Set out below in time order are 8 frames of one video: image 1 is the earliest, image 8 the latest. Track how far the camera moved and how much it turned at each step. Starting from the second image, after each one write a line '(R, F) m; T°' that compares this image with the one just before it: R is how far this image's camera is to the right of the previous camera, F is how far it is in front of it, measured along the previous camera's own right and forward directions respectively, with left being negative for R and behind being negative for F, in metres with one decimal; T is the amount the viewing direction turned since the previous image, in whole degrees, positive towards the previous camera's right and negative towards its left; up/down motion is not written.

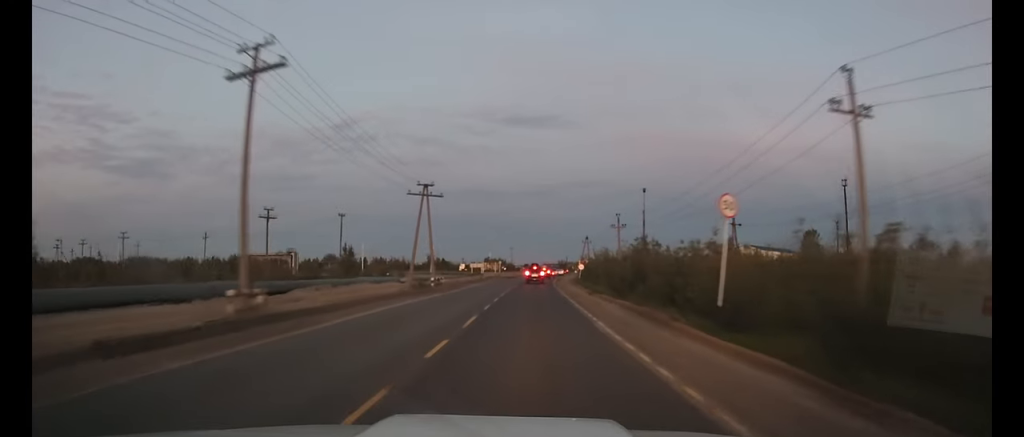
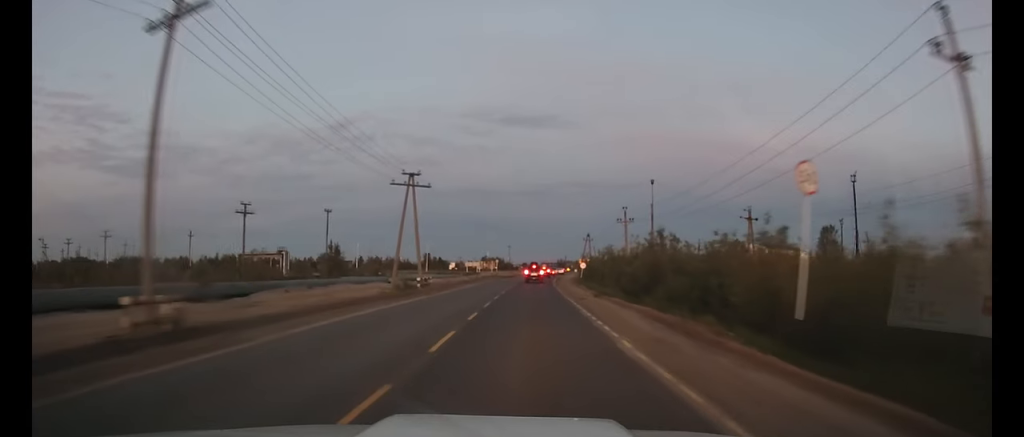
(0.0, +5.0) m; 0°
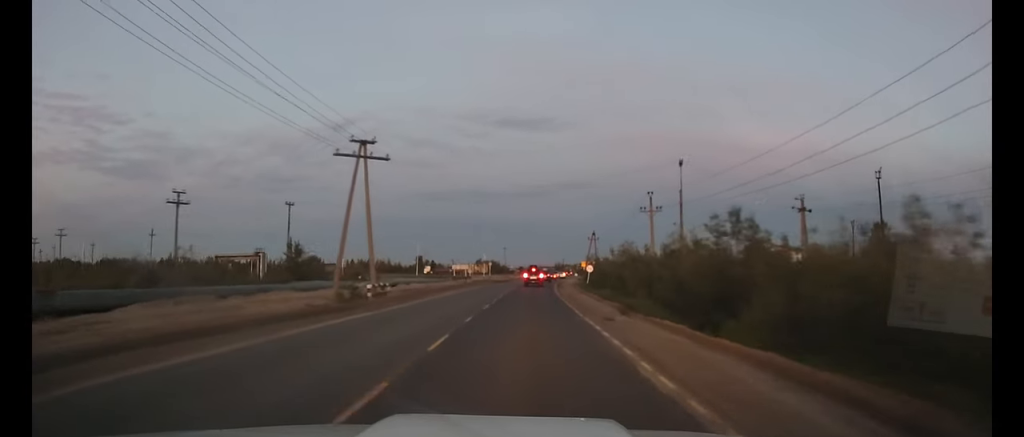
(0.0, +11.7) m; 0°
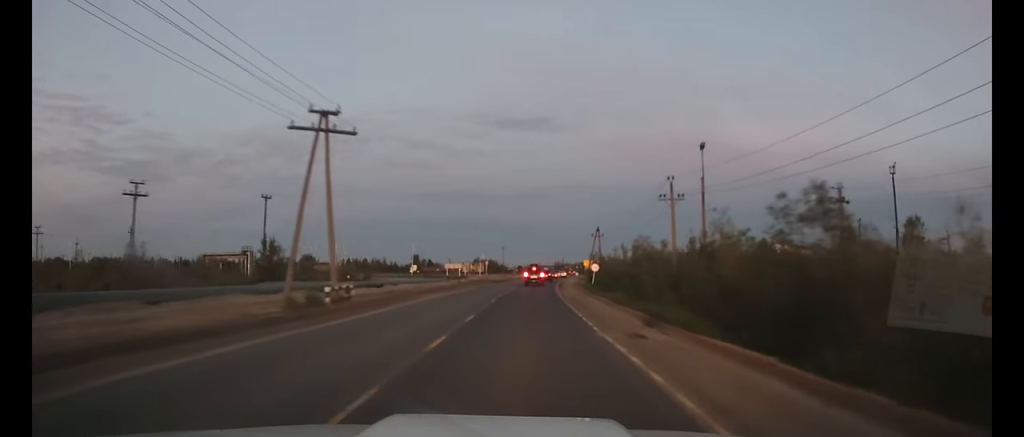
(0.0, +5.9) m; 0°
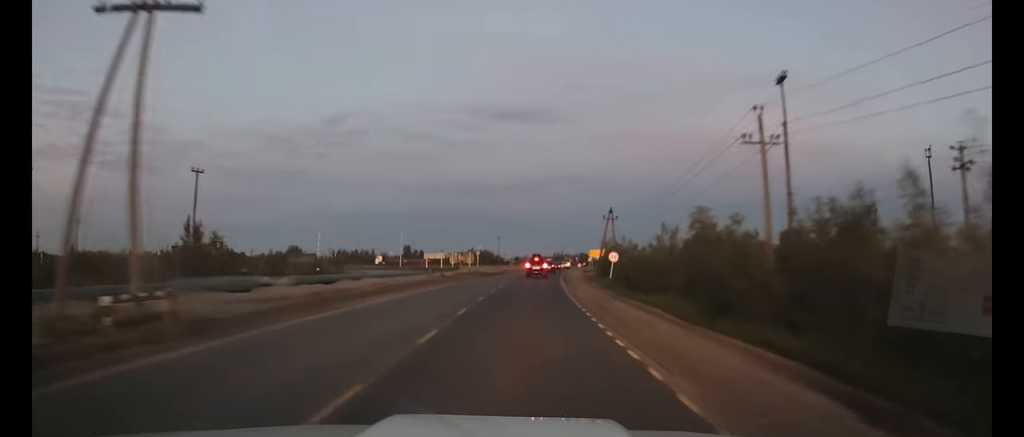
(0.0, +13.0) m; 0°
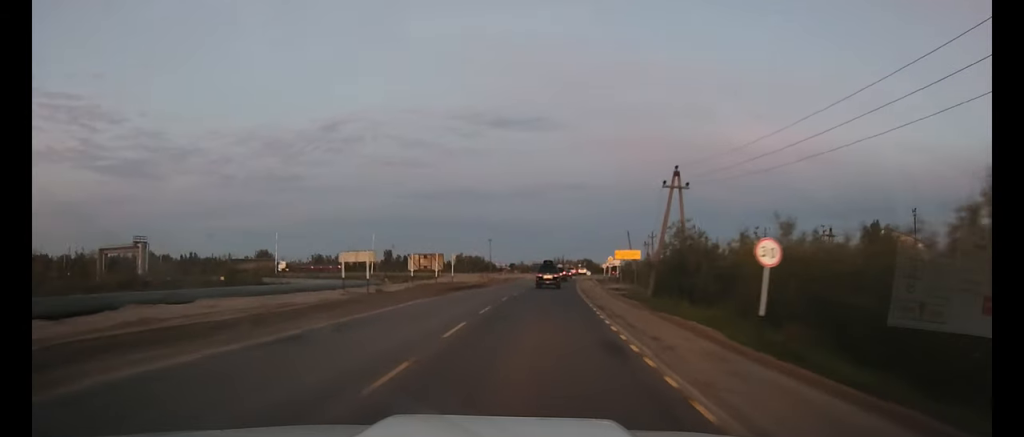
(+0.1, +26.4) m; +1°
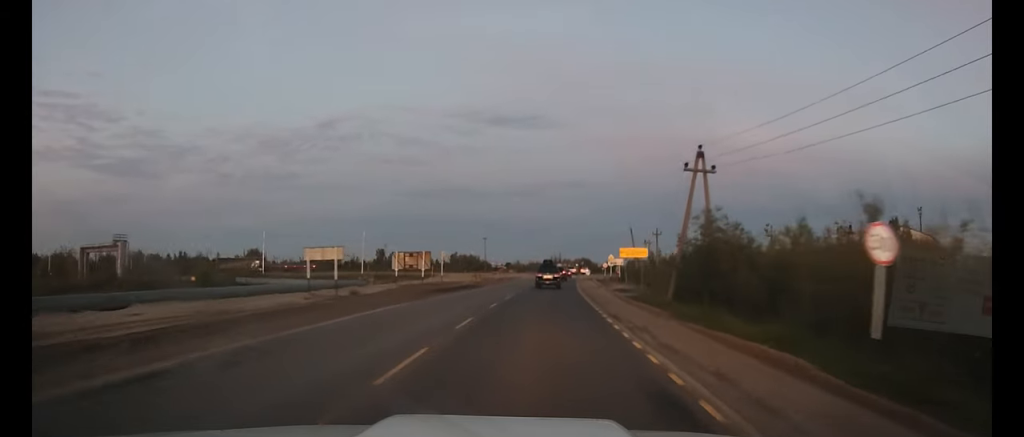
(0.0, +5.1) m; 0°
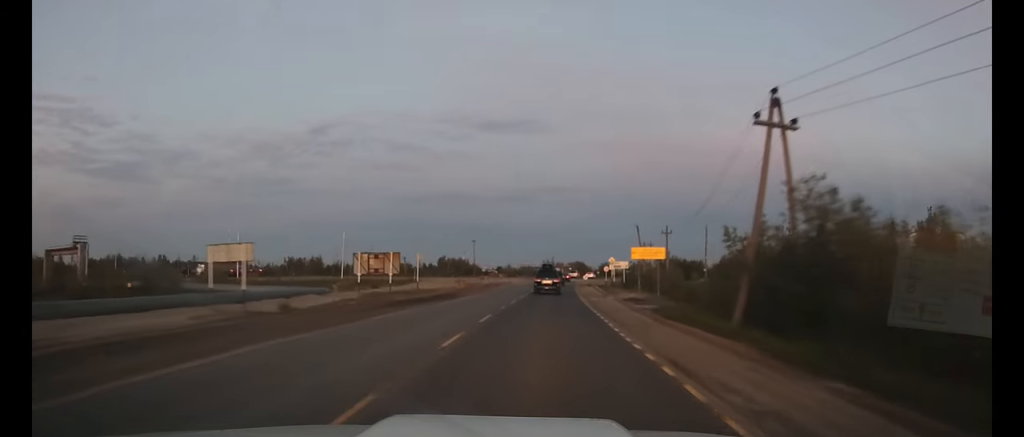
(+0.1, +9.4) m; +1°
